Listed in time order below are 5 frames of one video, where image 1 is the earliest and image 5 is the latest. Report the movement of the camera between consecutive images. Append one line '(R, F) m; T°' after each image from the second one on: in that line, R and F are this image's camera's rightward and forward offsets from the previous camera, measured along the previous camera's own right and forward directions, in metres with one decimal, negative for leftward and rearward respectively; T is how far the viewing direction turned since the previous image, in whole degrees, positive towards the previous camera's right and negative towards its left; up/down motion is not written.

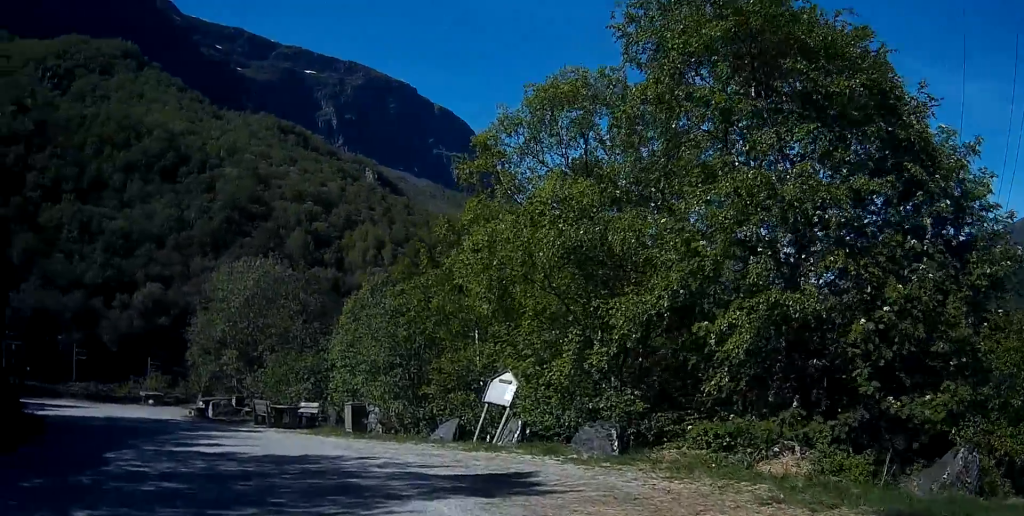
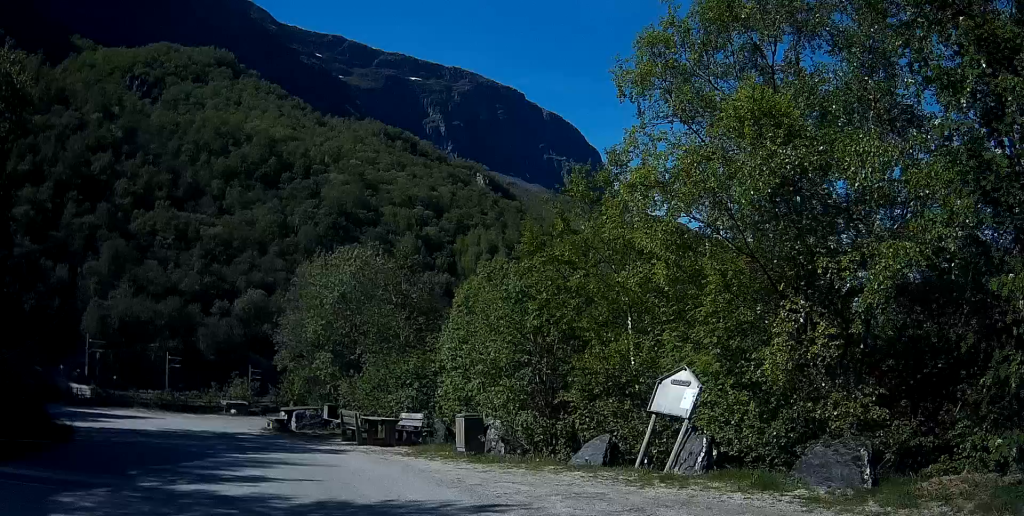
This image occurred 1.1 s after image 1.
(-0.6, +5.0) m; -9°
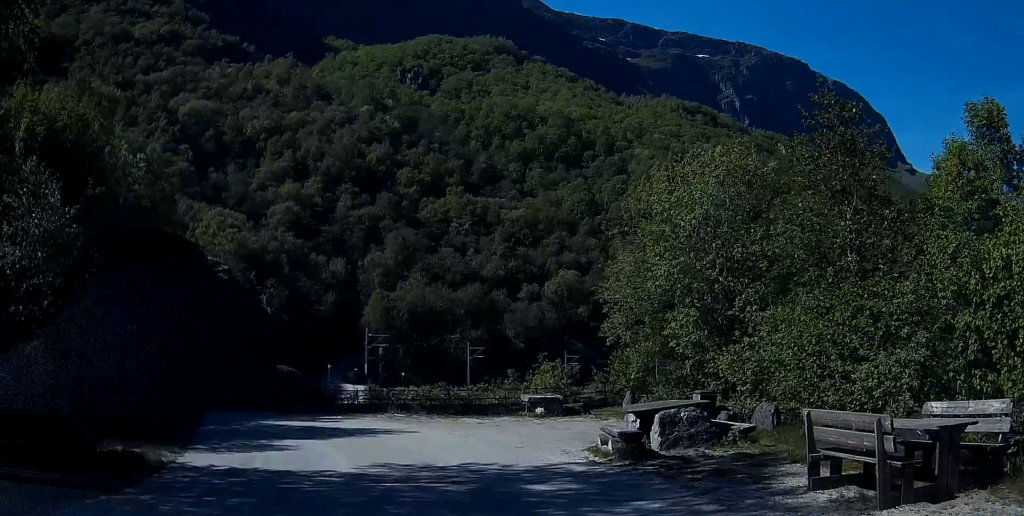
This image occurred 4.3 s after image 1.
(-3.0, +12.4) m; -27°
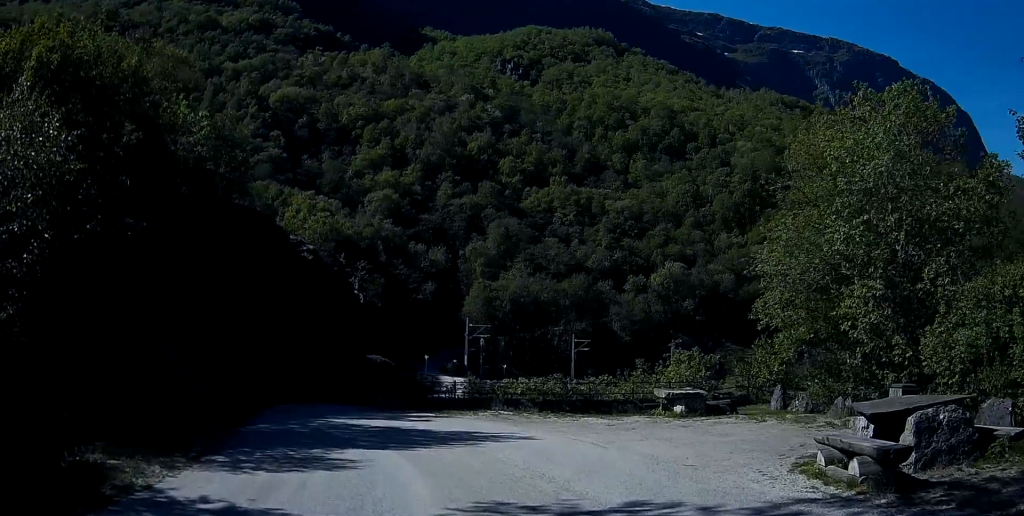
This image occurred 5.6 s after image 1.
(-0.5, +5.0) m; -9°
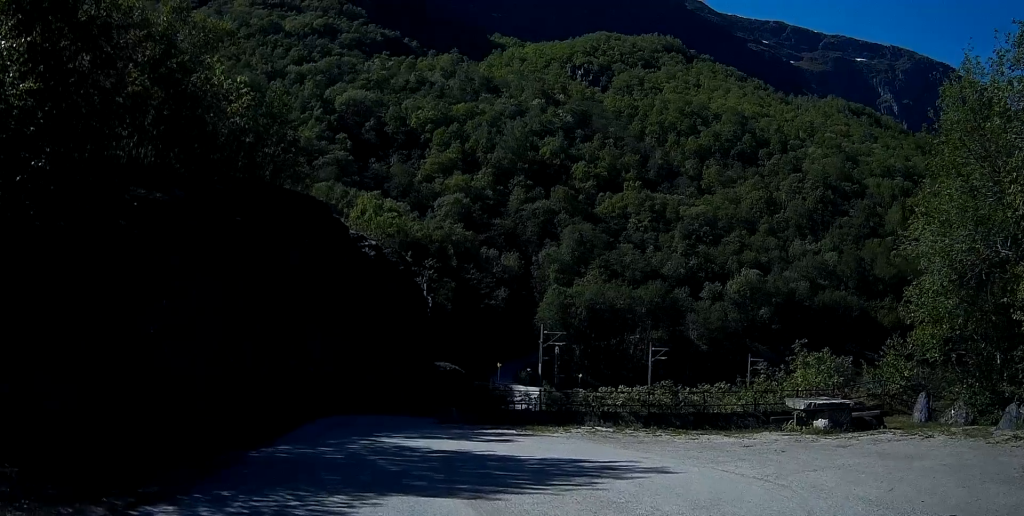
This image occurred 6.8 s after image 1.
(-0.2, +4.5) m; -7°
